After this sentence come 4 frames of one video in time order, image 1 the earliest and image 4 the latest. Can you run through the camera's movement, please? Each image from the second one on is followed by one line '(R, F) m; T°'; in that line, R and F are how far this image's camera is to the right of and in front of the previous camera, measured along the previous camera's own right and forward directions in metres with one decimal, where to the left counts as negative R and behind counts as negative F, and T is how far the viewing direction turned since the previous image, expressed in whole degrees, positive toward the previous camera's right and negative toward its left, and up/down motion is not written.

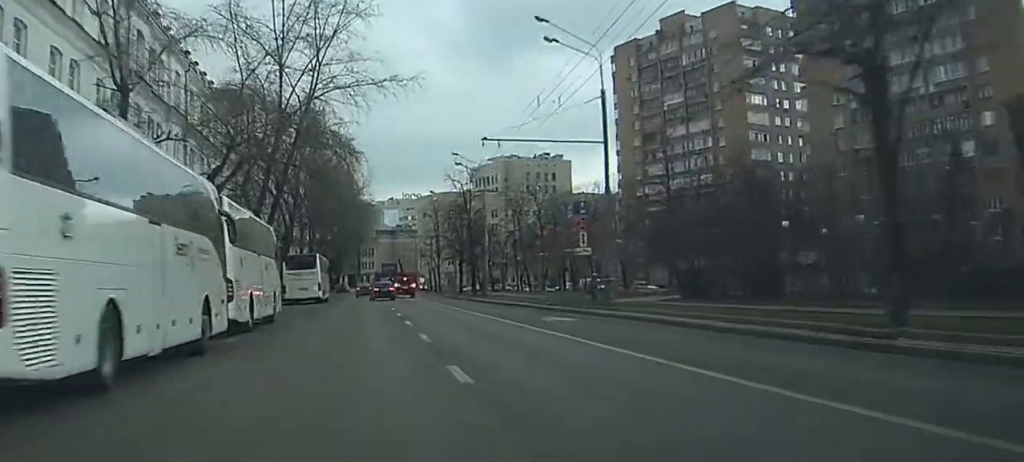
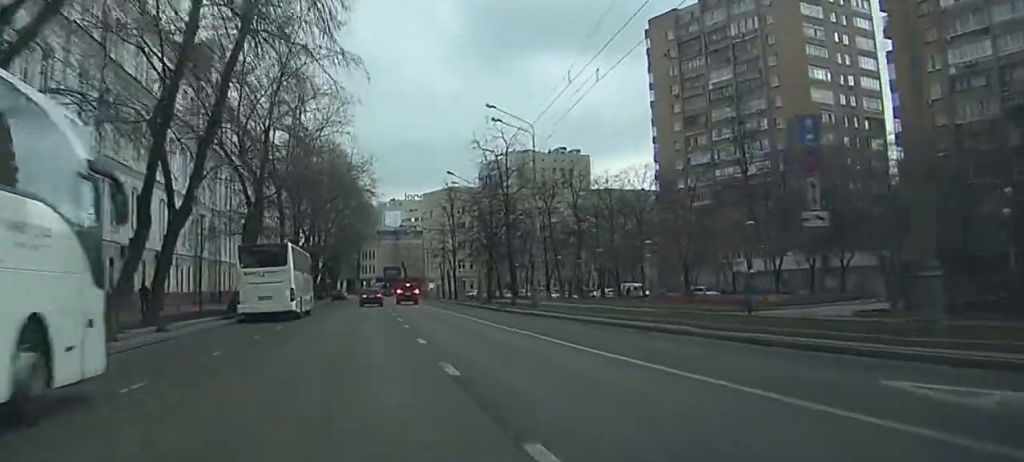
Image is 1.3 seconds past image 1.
(+1.6, +22.4) m; +4°
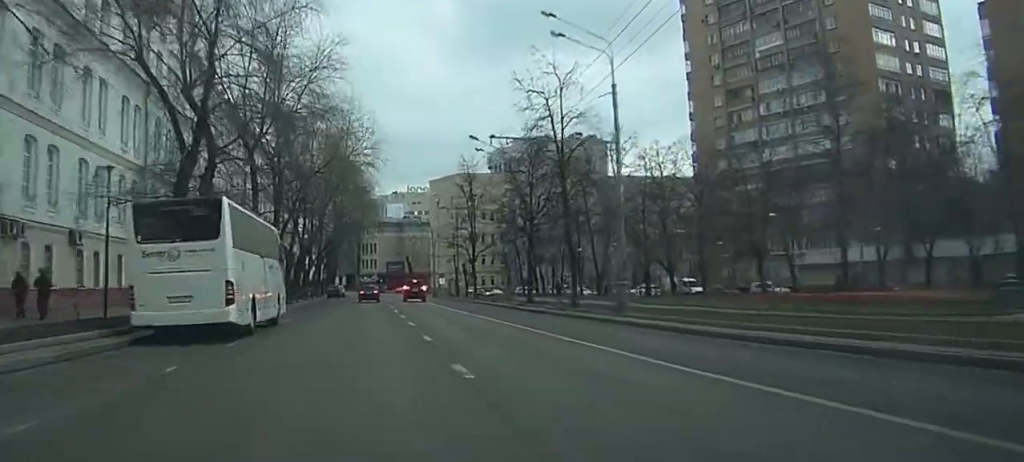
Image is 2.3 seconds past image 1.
(+0.1, +17.7) m; +1°
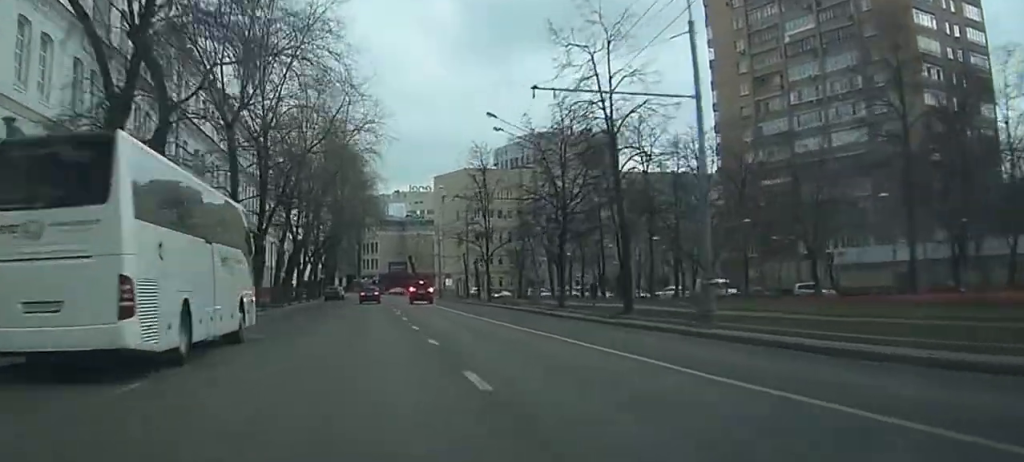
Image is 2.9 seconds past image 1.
(+0.1, +9.0) m; +1°
